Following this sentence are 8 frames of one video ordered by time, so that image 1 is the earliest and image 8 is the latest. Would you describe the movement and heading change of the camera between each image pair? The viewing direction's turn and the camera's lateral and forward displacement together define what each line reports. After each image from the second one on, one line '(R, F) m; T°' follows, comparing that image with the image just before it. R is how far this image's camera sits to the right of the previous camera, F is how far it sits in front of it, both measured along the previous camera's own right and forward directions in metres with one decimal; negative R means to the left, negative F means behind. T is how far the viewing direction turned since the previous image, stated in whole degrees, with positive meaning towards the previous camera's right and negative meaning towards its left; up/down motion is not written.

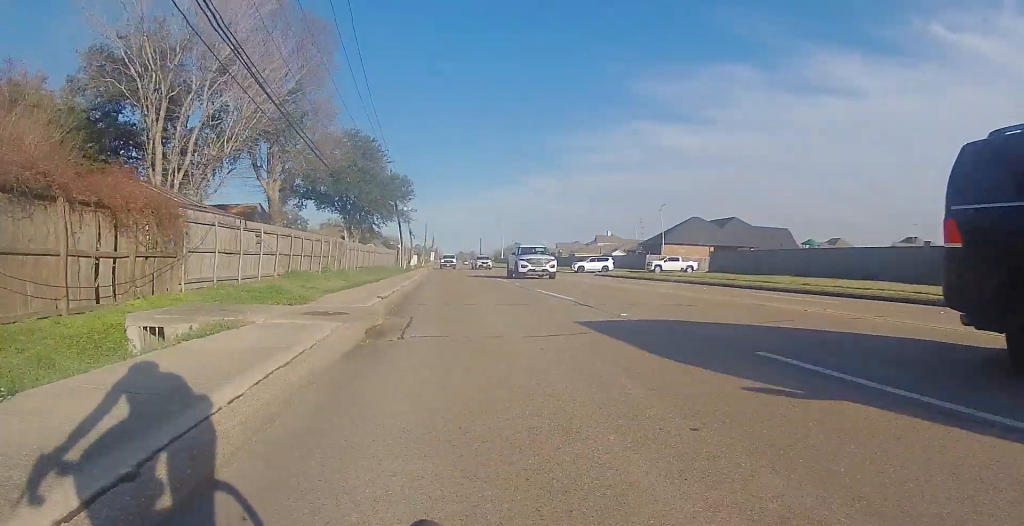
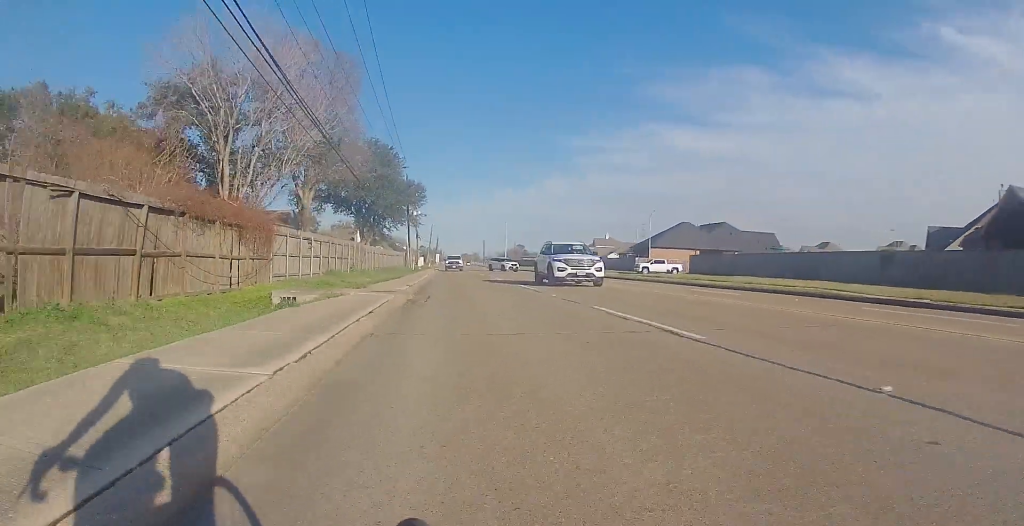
(-0.2, +6.6) m; -2°
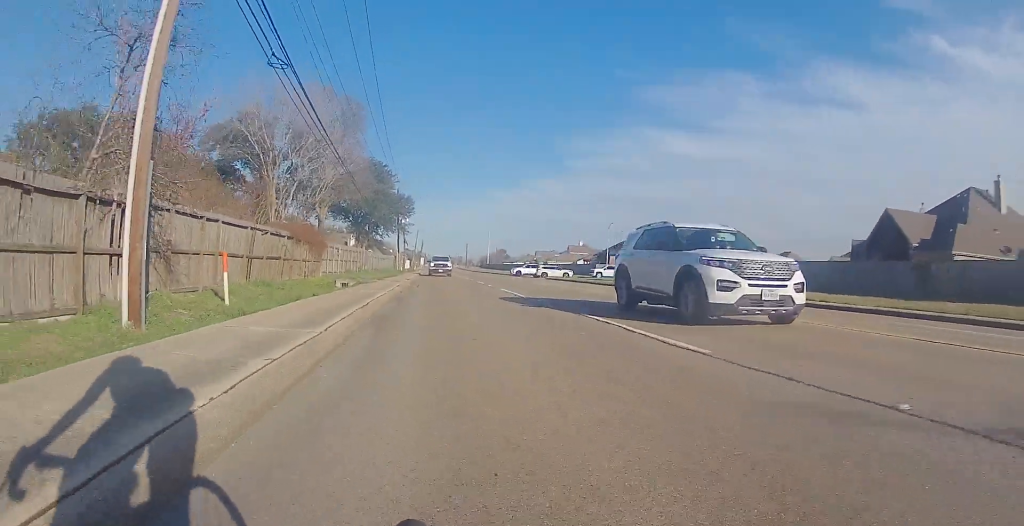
(+0.1, +12.0) m; +4°
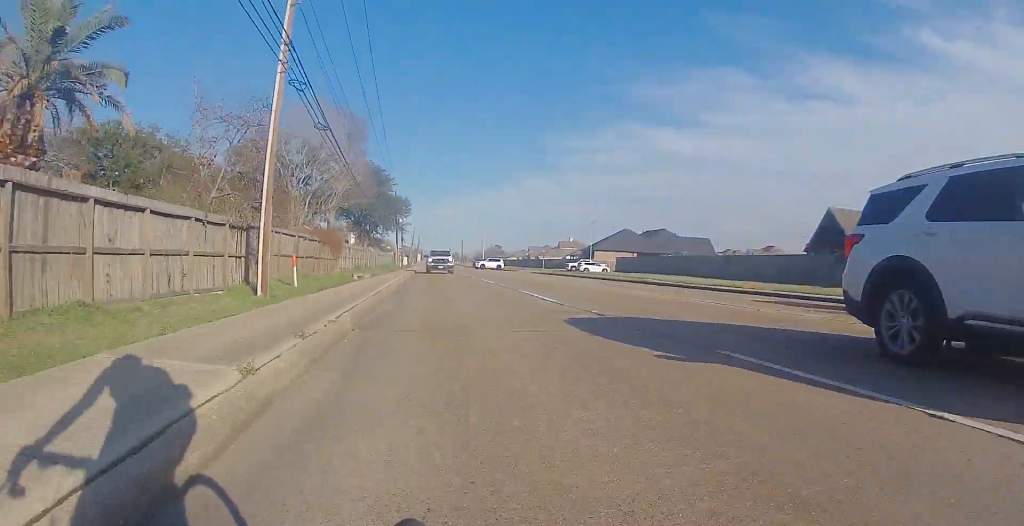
(0.0, +7.0) m; 0°
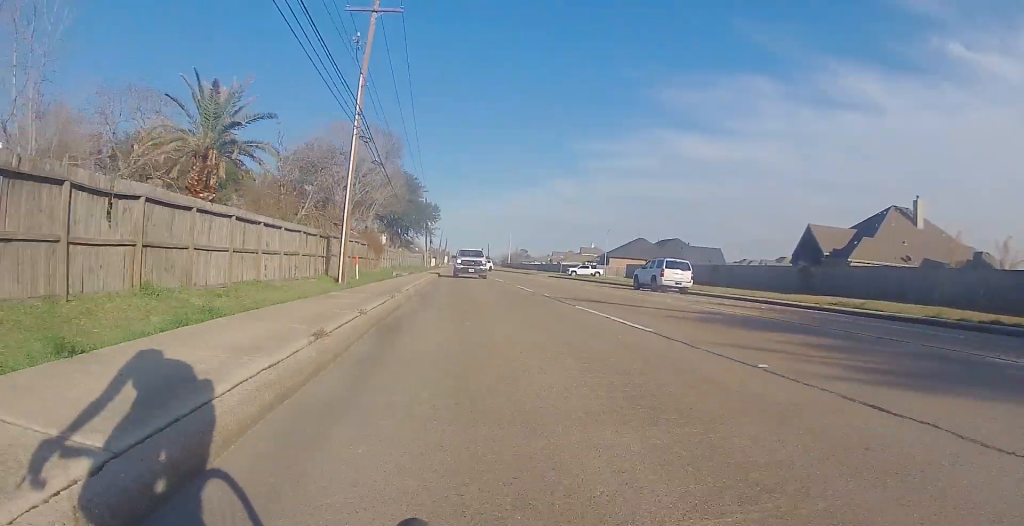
(0.0, +7.5) m; 0°
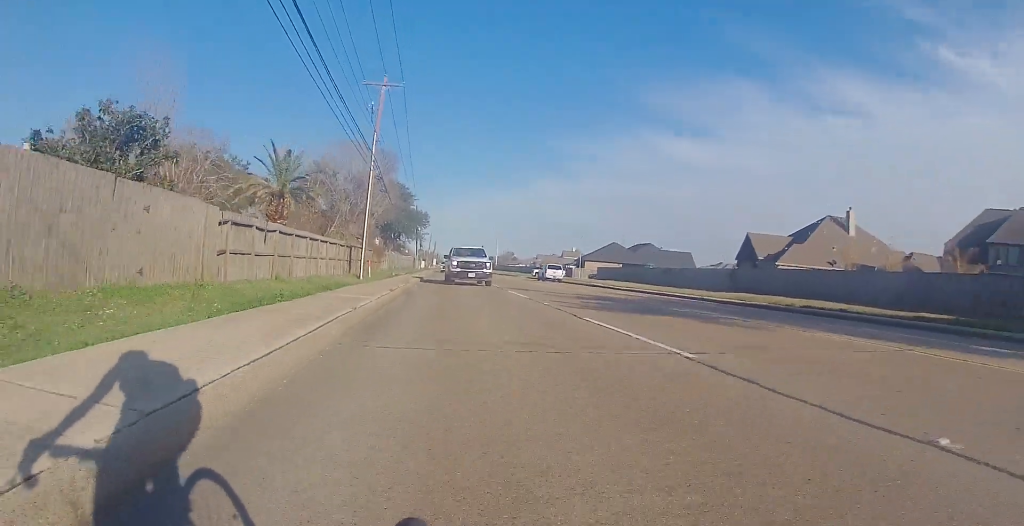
(0.0, +9.7) m; 0°
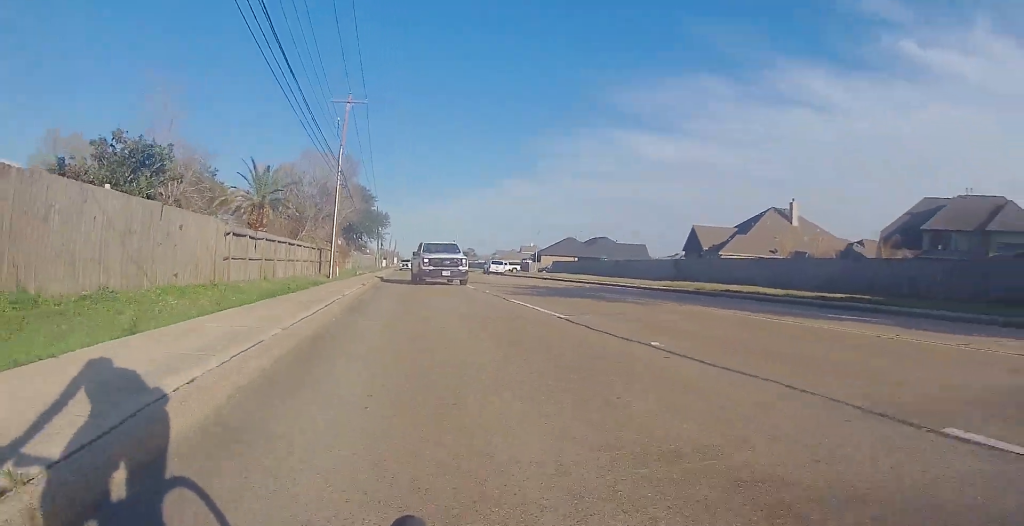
(0.0, +3.6) m; 0°
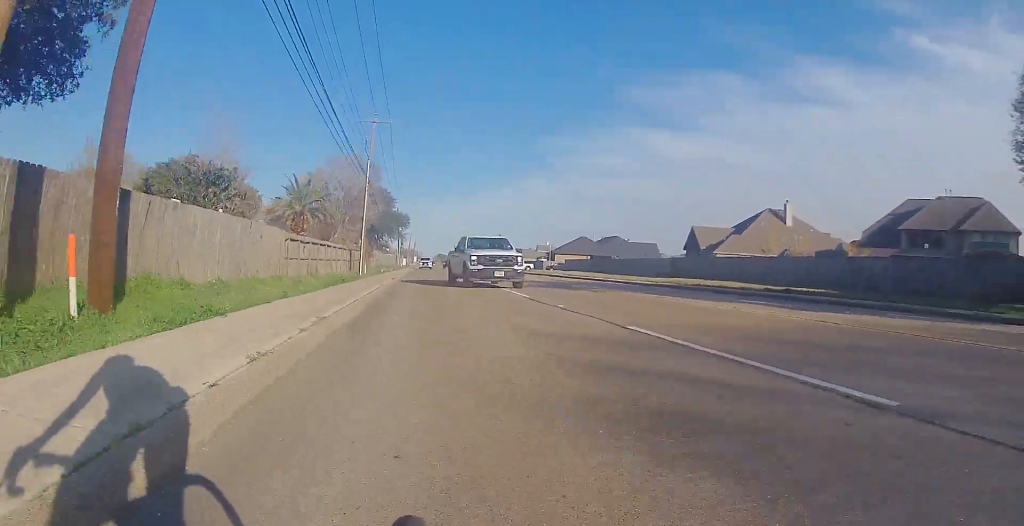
(0.0, +5.3) m; -3°
